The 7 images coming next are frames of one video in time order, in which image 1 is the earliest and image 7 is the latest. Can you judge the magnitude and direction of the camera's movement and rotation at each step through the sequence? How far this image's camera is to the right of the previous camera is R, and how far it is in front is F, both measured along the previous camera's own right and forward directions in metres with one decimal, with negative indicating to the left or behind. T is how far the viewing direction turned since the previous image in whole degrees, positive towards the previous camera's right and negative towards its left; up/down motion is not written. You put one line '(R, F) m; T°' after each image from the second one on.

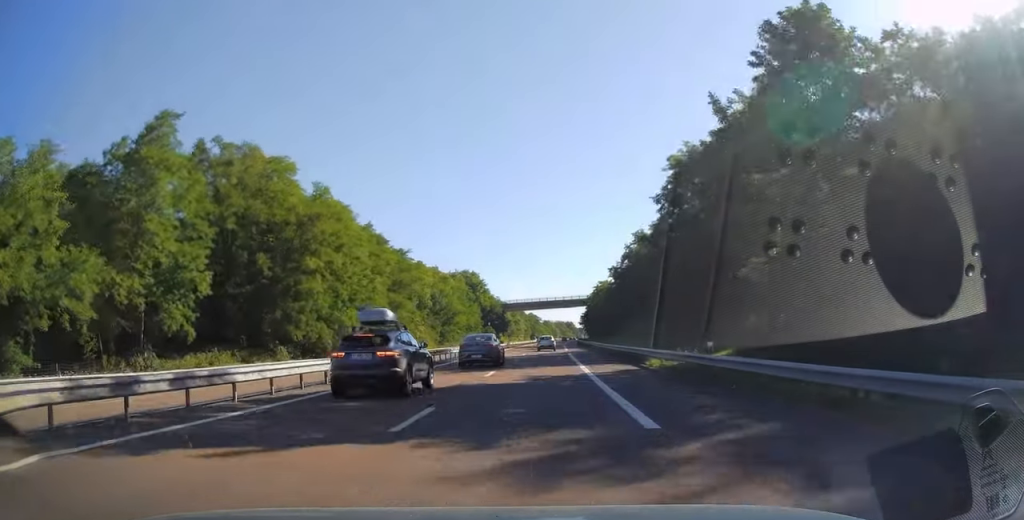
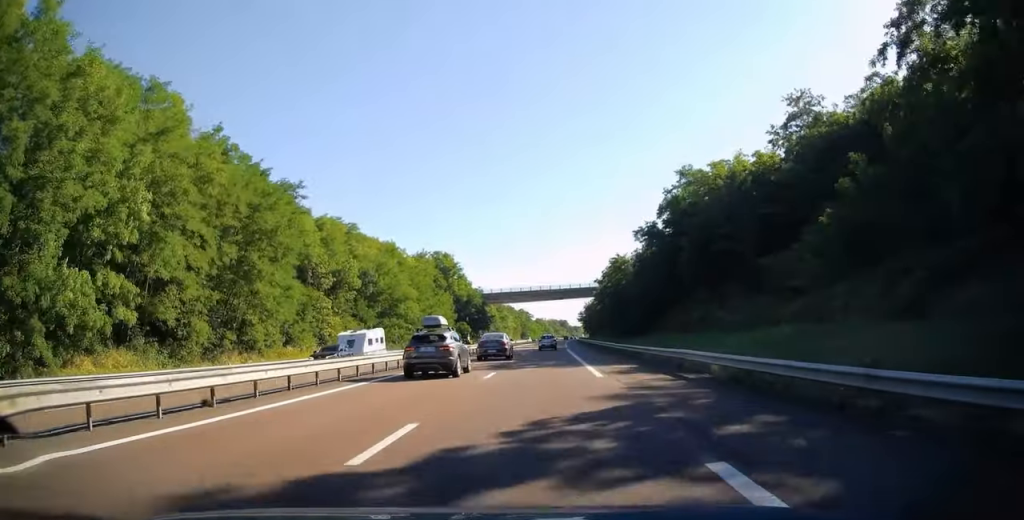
(+0.1, +41.1) m; 0°
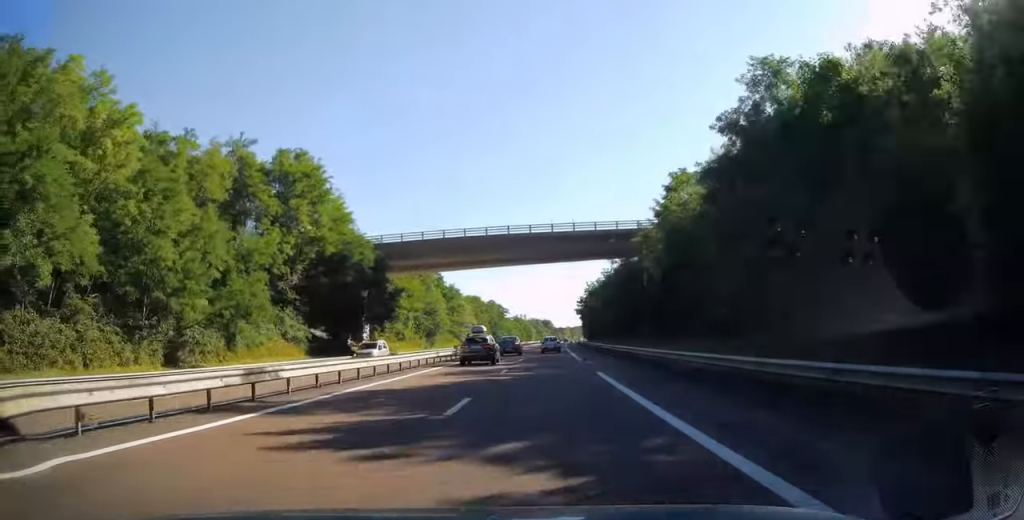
(+0.9, +86.6) m; +2°
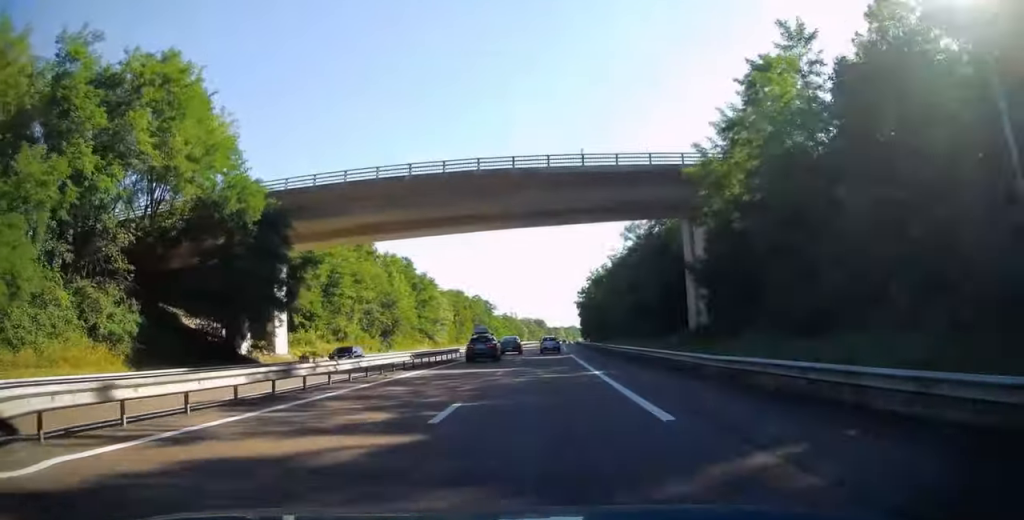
(+0.2, +26.7) m; +1°
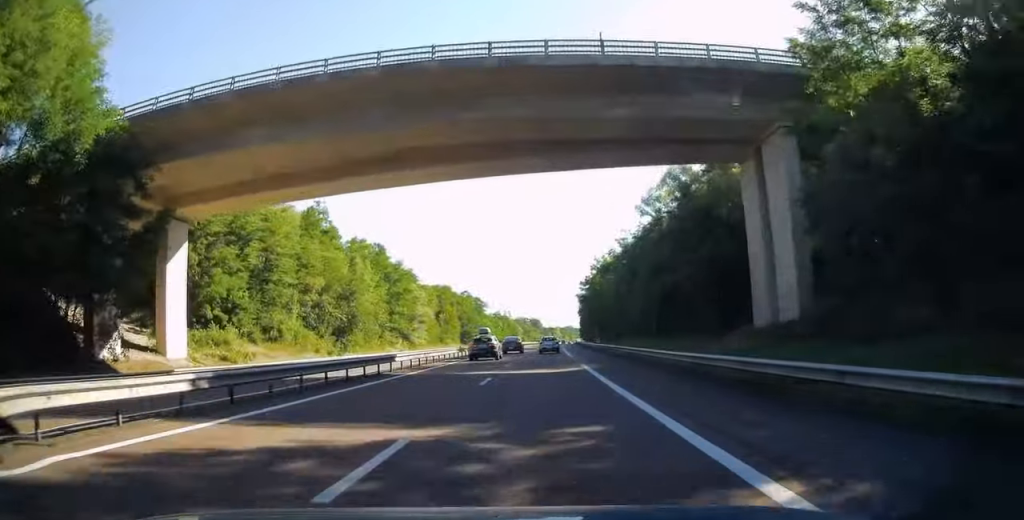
(0.0, +17.9) m; 0°
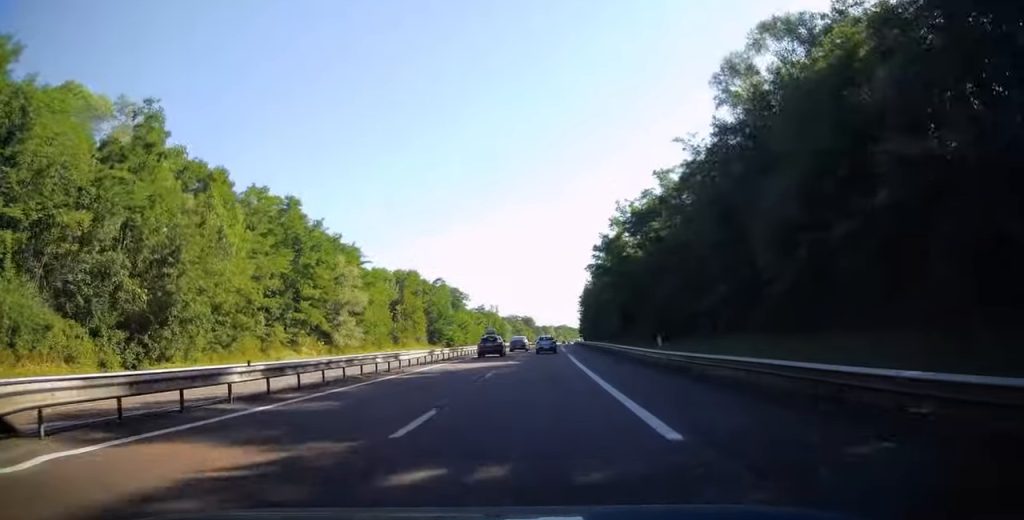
(+0.2, +35.5) m; 0°
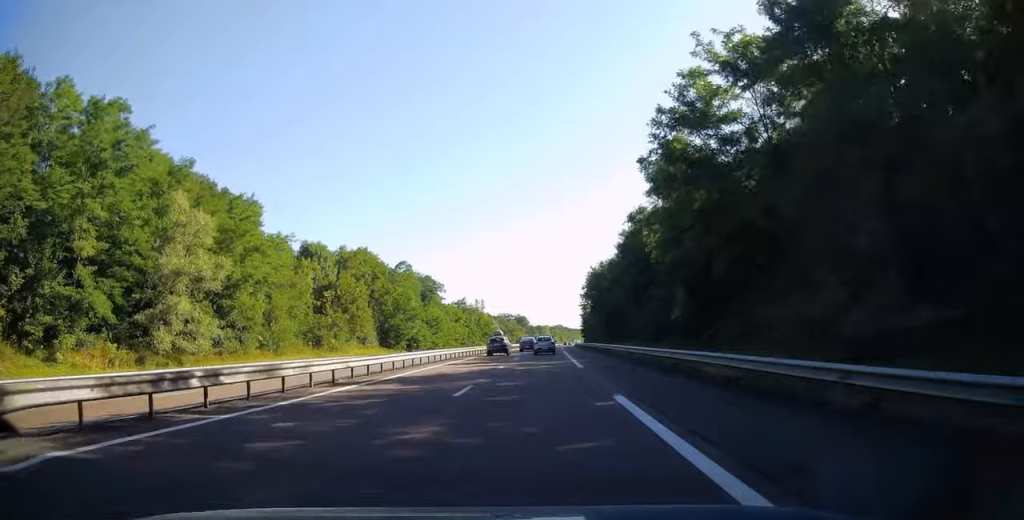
(0.0, +33.1) m; +1°
